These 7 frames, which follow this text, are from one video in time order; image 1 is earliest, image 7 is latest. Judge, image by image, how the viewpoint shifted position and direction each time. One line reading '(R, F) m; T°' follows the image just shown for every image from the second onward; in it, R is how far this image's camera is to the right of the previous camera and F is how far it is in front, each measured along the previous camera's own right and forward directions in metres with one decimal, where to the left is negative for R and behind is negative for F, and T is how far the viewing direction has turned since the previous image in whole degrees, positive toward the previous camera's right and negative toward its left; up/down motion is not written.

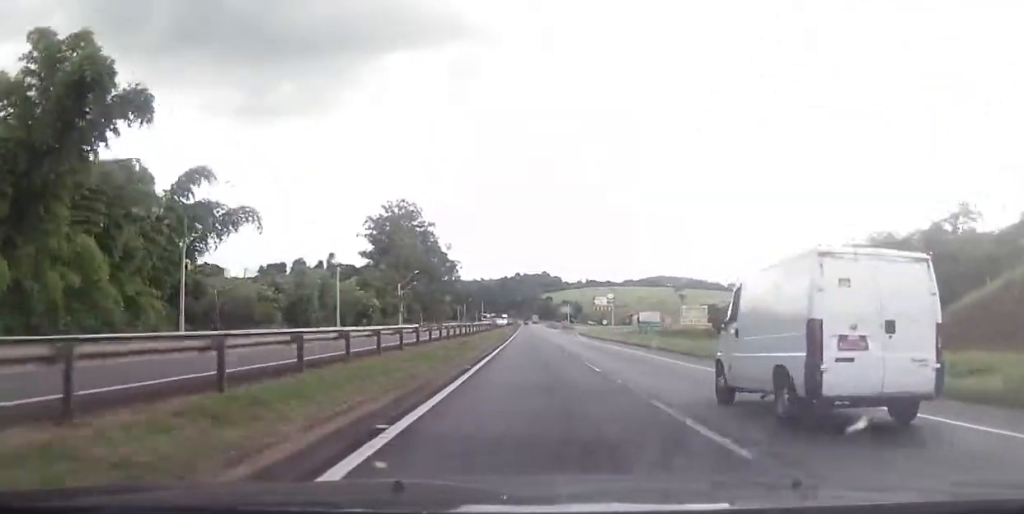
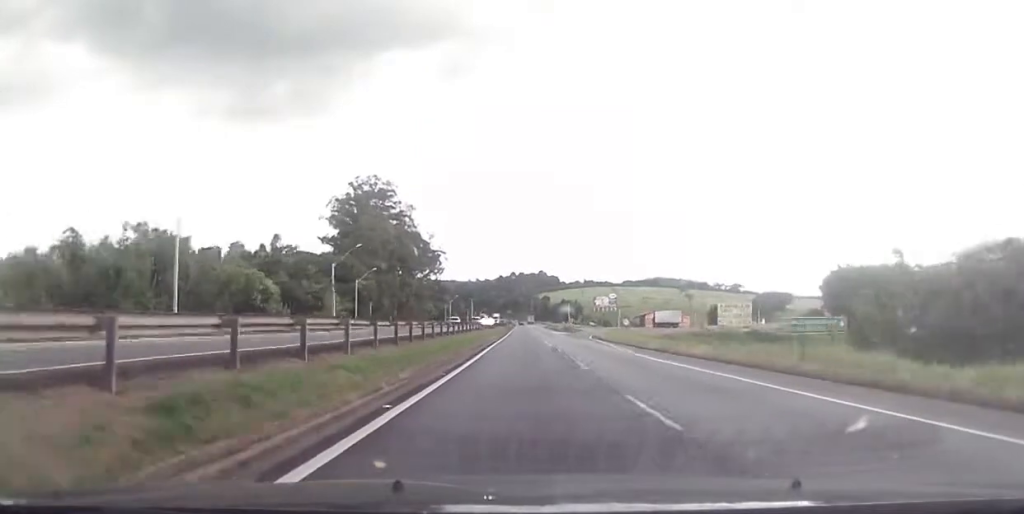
(0.0, +34.9) m; 0°
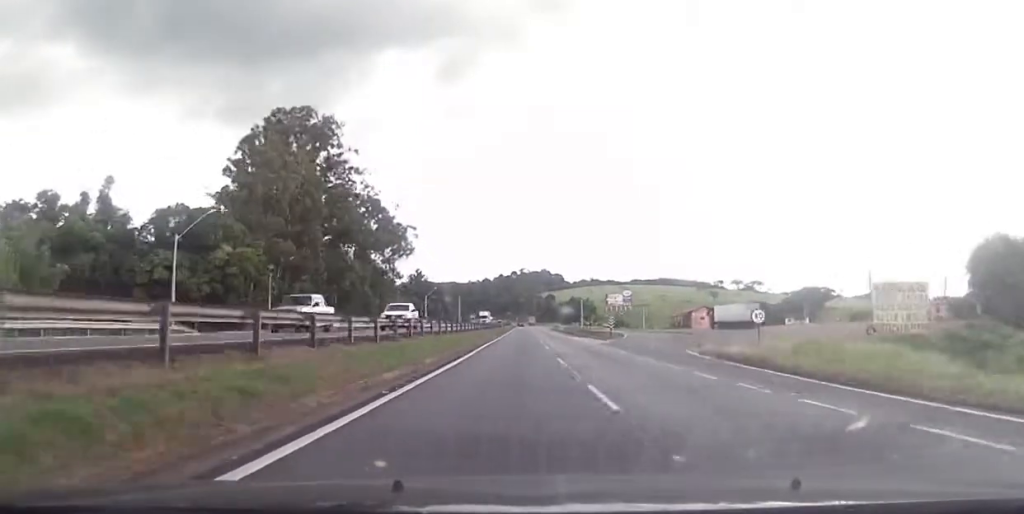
(+0.2, +58.1) m; 0°
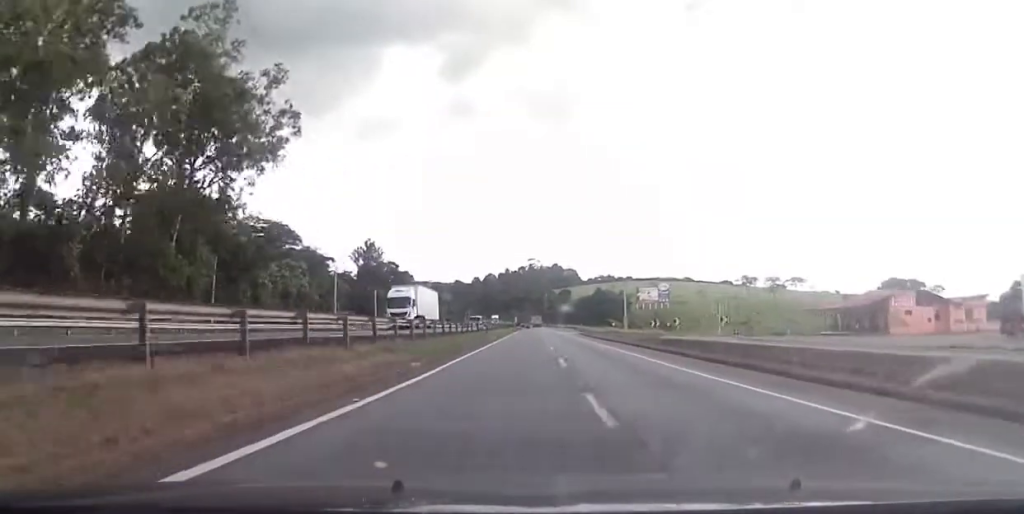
(+0.1, +84.9) m; 0°
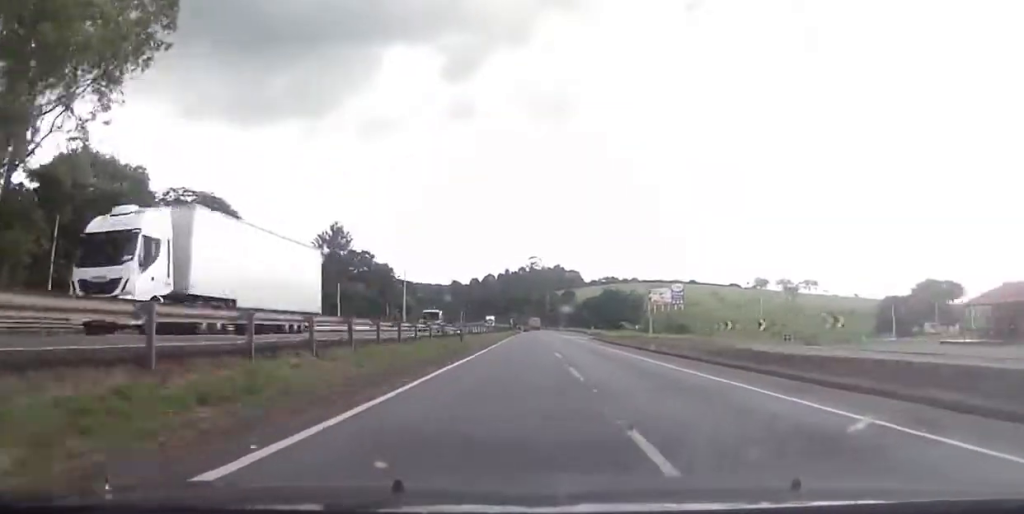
(0.0, +28.2) m; 0°
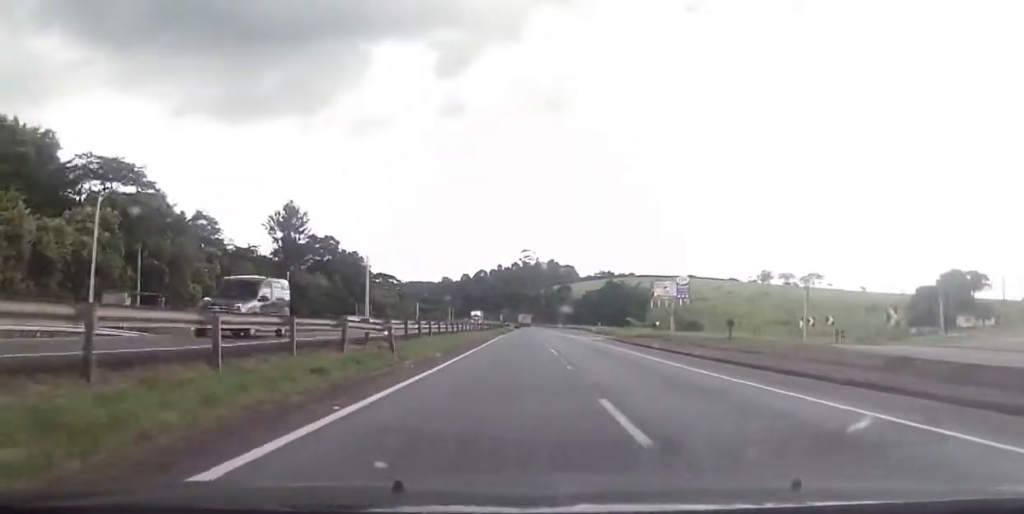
(+0.3, +21.8) m; 0°
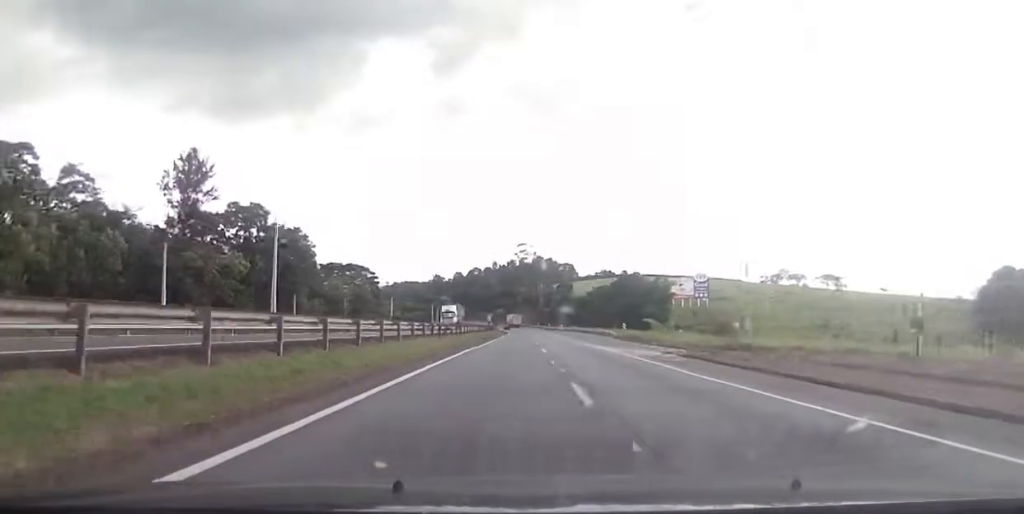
(-0.3, +33.1) m; 0°
